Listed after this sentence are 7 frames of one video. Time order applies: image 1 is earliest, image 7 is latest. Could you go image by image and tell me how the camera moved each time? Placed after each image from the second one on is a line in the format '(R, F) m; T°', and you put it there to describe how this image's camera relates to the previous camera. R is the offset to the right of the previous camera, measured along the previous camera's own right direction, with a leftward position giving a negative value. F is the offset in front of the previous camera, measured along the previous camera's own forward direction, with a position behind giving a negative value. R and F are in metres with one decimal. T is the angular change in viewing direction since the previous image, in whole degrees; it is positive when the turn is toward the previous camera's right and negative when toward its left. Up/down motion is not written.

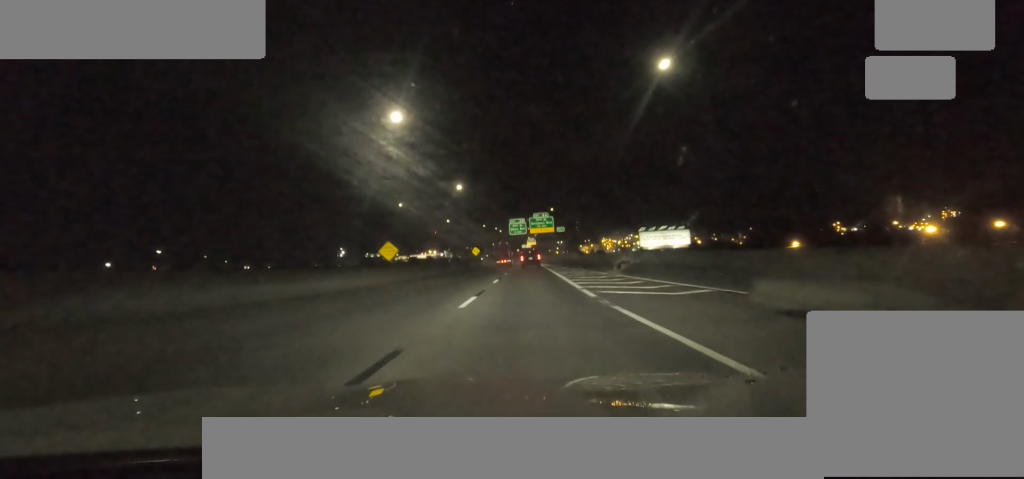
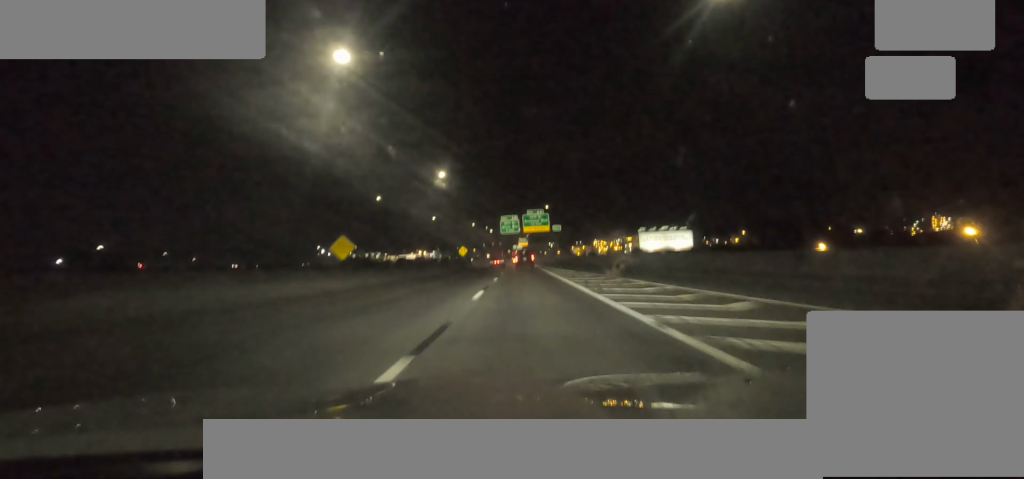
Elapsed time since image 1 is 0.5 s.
(0.0, +10.5) m; 0°
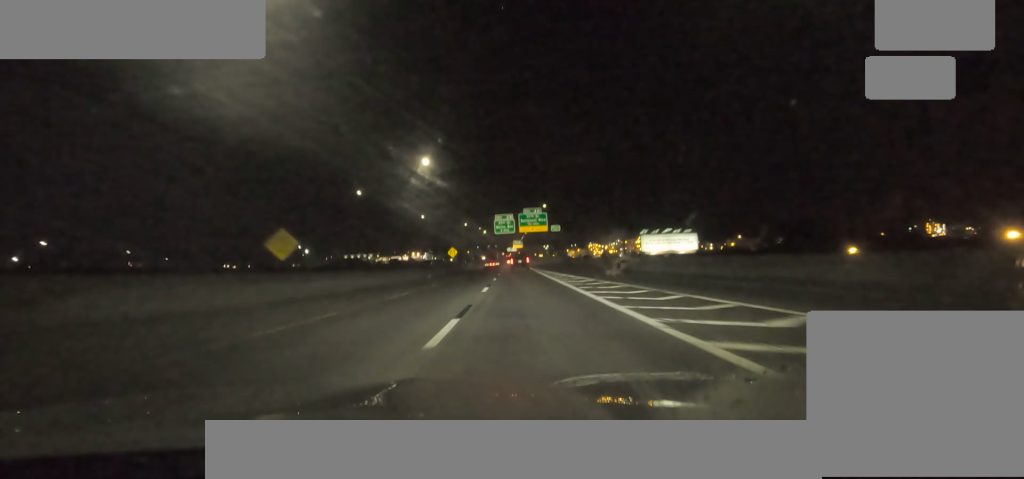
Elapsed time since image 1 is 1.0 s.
(-0.1, +9.2) m; +1°
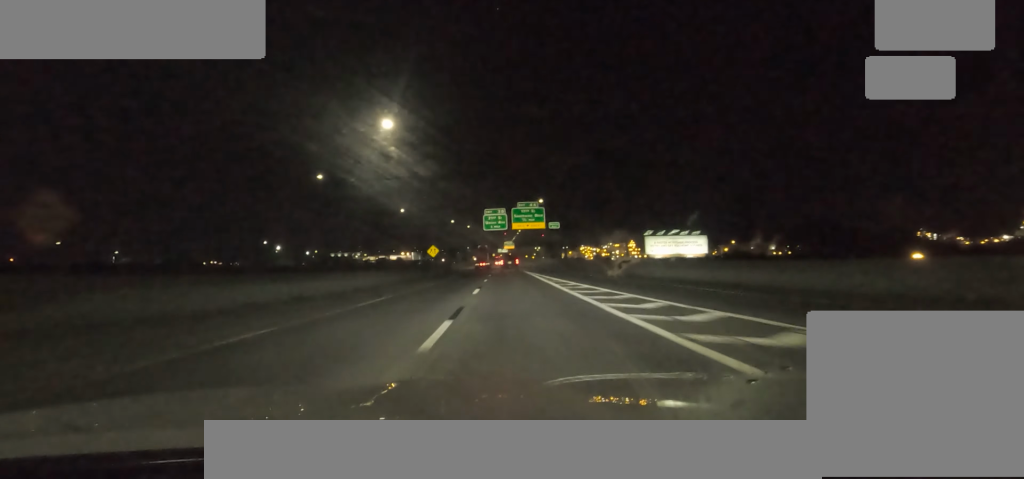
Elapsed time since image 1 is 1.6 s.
(+0.2, +13.7) m; +1°
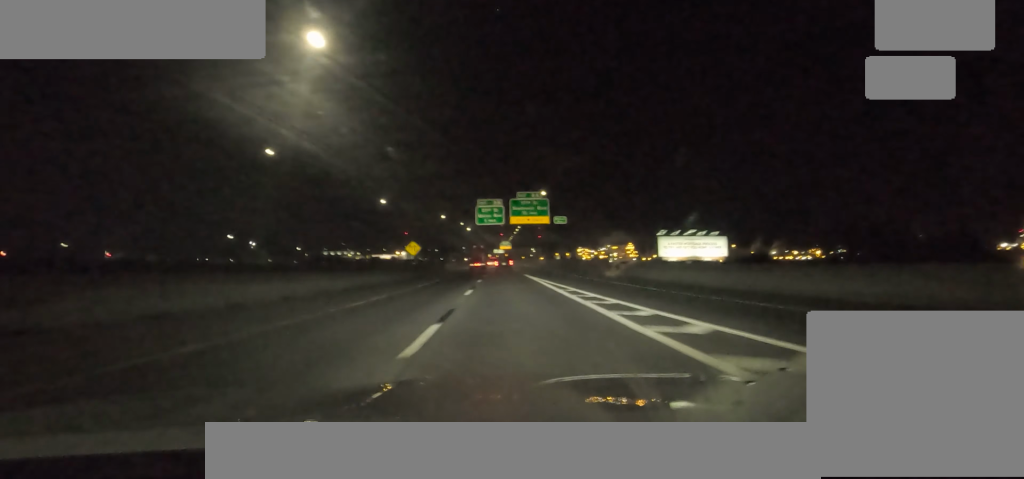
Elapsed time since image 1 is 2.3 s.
(+0.5, +13.4) m; 0°
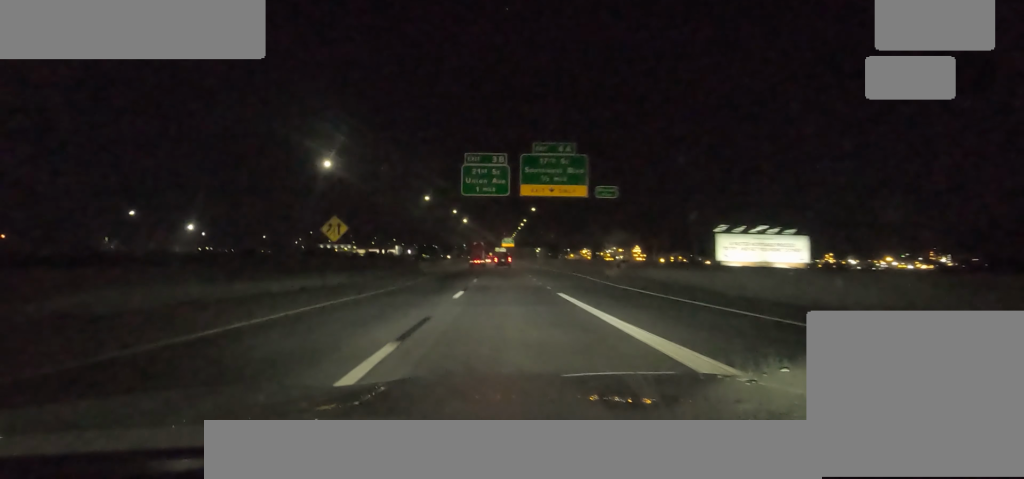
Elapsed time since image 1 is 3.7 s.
(-0.8, +30.9) m; -1°
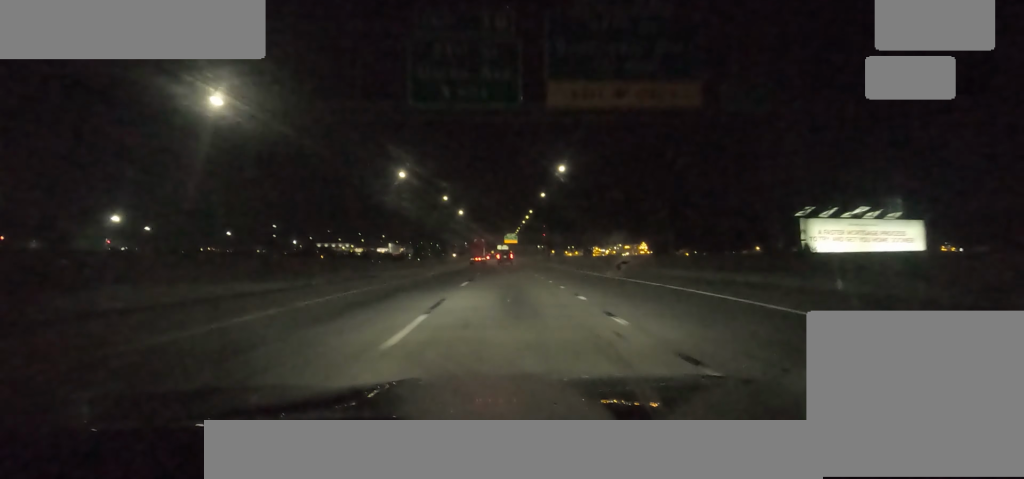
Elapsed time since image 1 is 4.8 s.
(0.0, +24.2) m; 0°
